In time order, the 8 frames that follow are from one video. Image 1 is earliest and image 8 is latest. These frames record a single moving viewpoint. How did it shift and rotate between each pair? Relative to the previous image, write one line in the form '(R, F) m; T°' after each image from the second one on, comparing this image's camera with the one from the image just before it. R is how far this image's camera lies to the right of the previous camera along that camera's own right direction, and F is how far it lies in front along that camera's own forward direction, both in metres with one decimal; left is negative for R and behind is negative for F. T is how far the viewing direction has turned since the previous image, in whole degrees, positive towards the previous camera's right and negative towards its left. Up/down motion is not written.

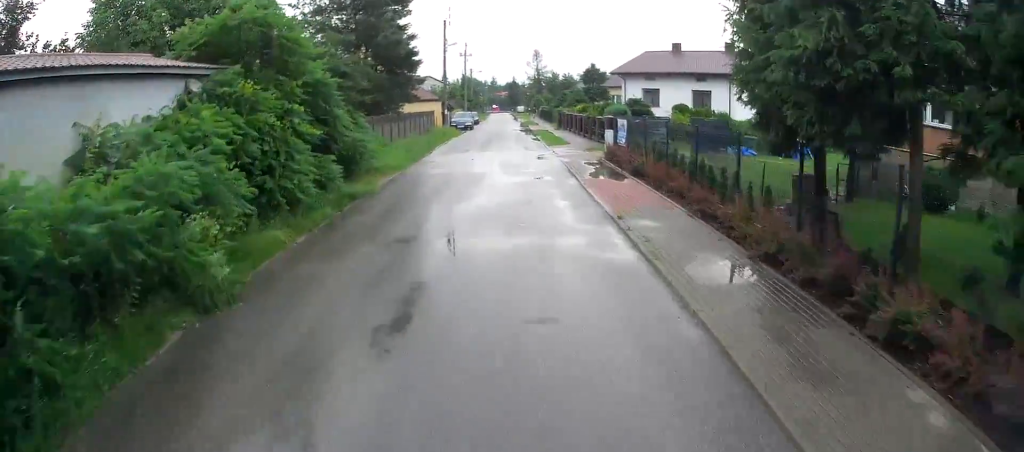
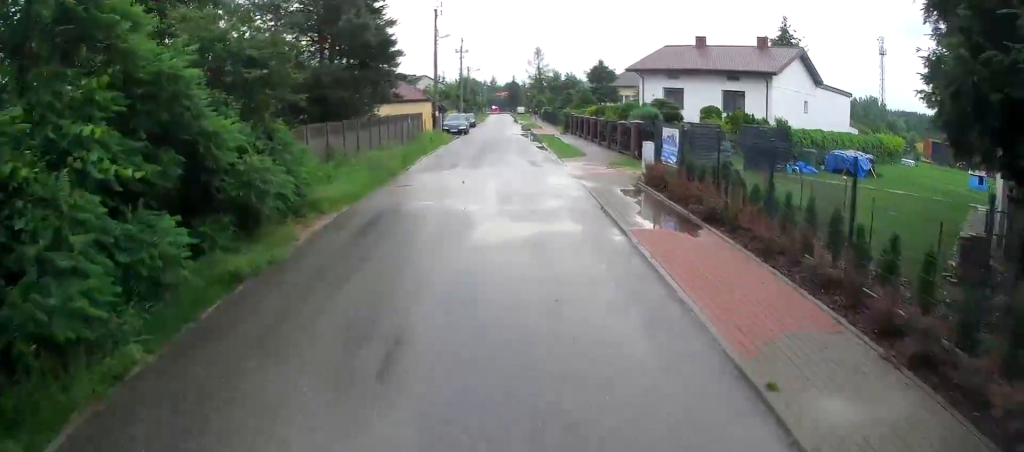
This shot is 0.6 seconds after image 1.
(+0.1, +7.0) m; +1°
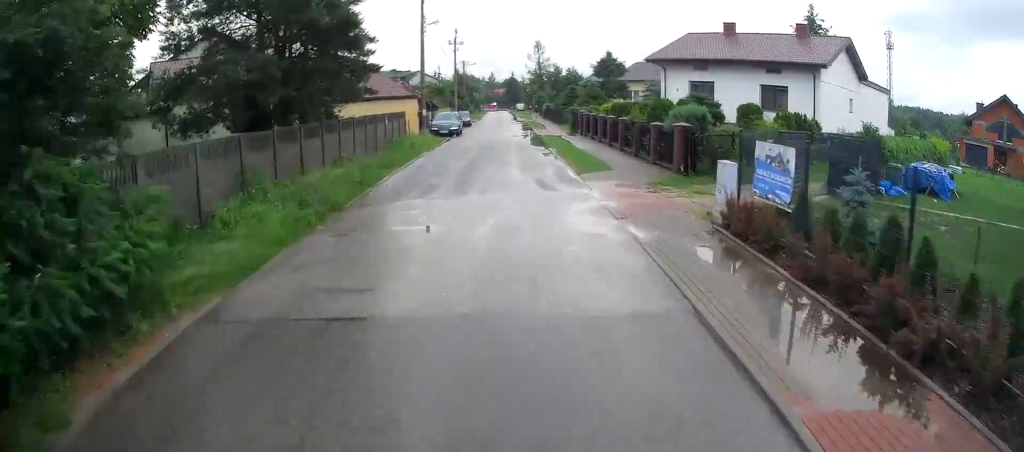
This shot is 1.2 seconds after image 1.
(0.0, +6.7) m; +1°
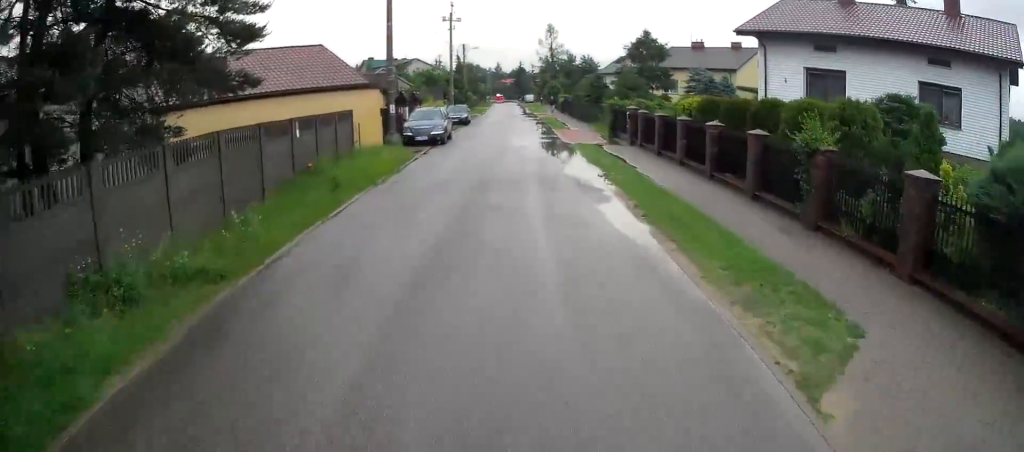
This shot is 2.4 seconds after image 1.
(+0.3, +14.7) m; +3°
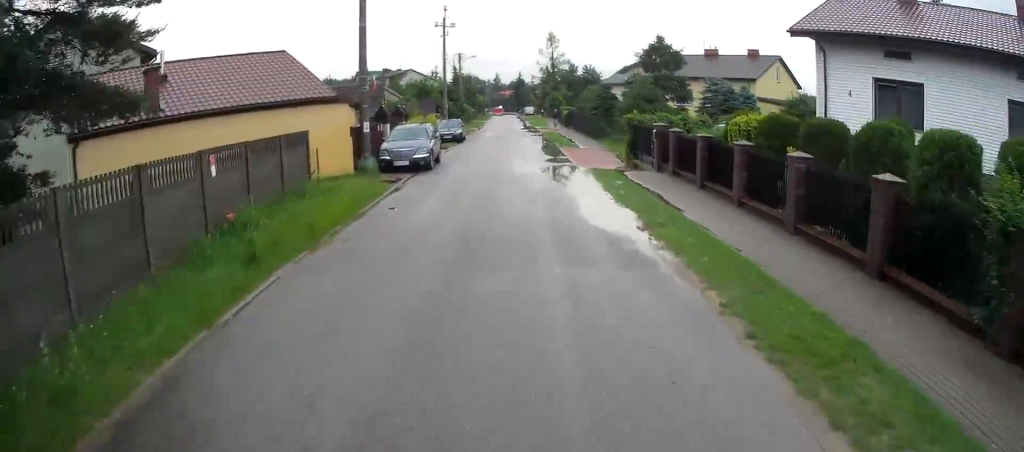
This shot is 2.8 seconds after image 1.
(+0.2, +5.3) m; 0°
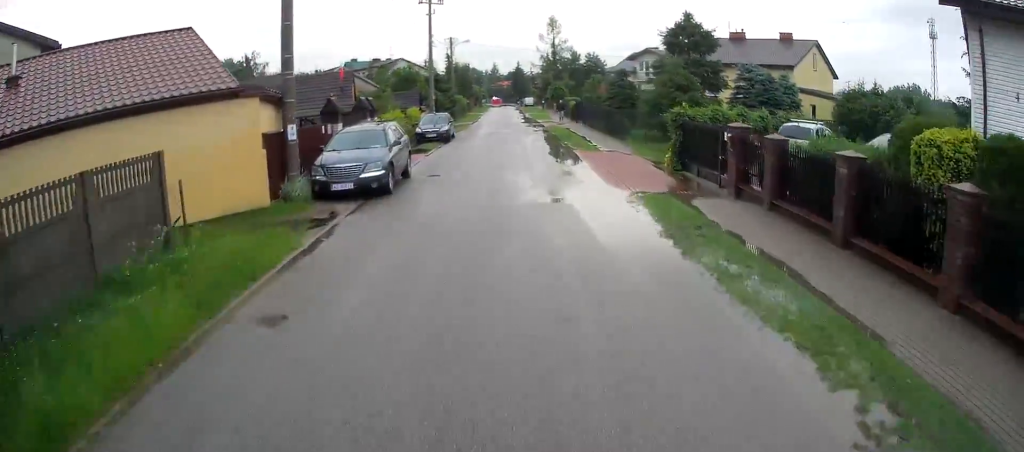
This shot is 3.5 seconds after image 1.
(+0.2, +8.2) m; 0°
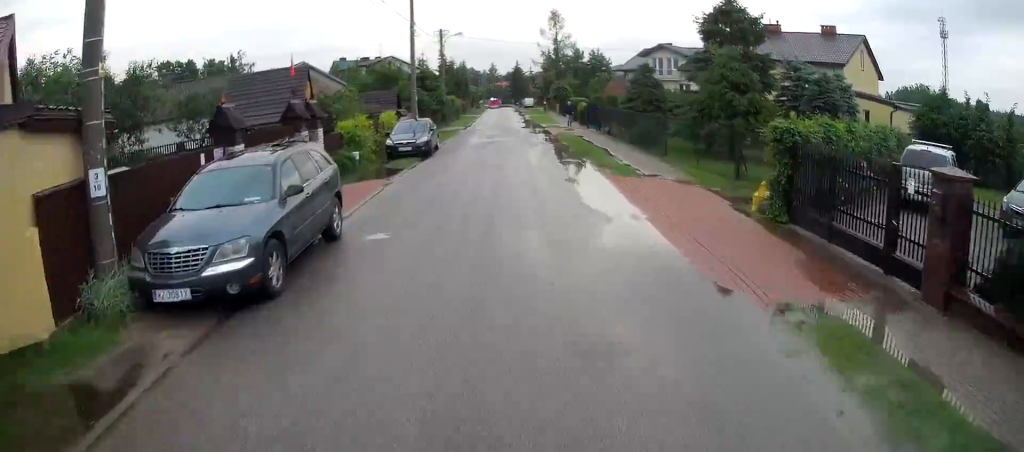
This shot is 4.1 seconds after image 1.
(-0.2, +8.0) m; 0°
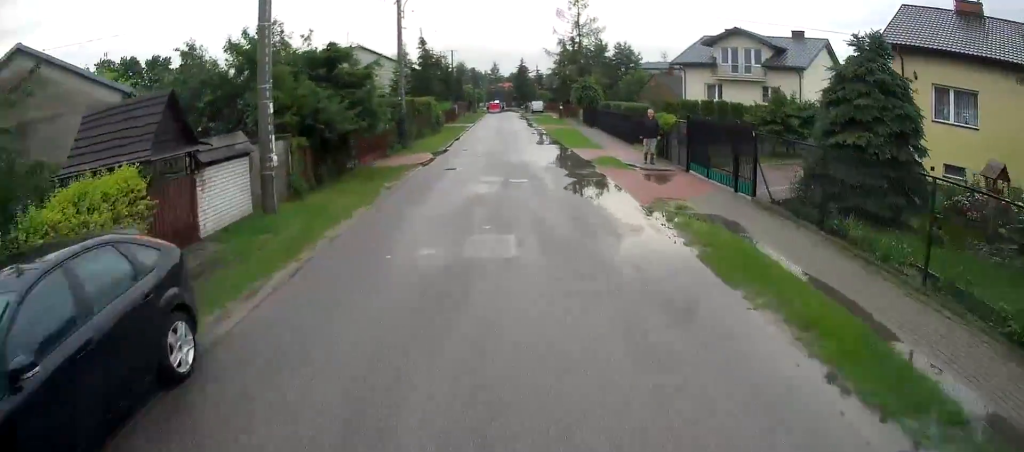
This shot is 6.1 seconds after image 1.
(-0.7, +23.3) m; -3°
